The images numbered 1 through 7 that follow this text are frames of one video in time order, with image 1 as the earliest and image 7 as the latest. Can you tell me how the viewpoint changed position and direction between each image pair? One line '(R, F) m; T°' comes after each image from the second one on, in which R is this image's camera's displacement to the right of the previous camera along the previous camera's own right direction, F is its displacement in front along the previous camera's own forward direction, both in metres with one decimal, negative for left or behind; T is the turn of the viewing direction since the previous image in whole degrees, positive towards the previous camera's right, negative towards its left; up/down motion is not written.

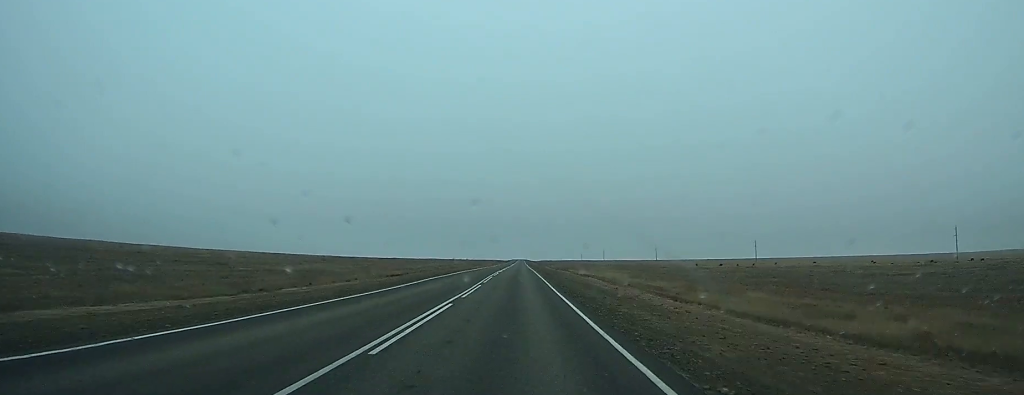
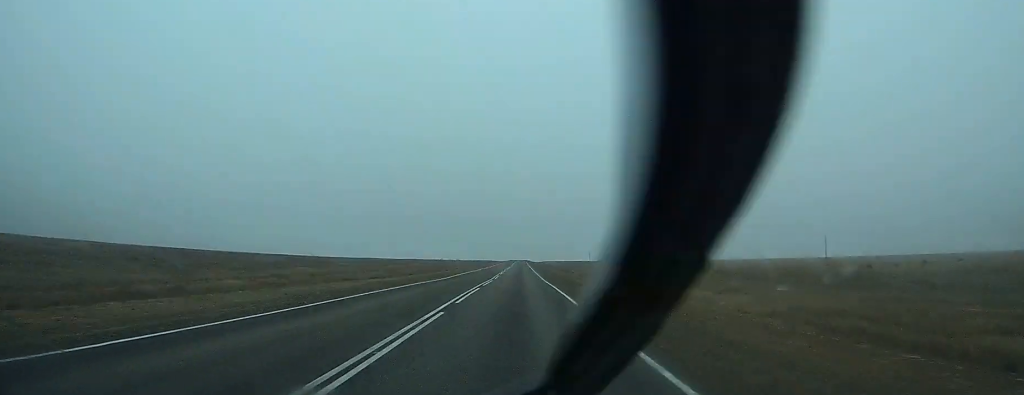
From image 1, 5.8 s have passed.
(-0.9, +137.1) m; 0°
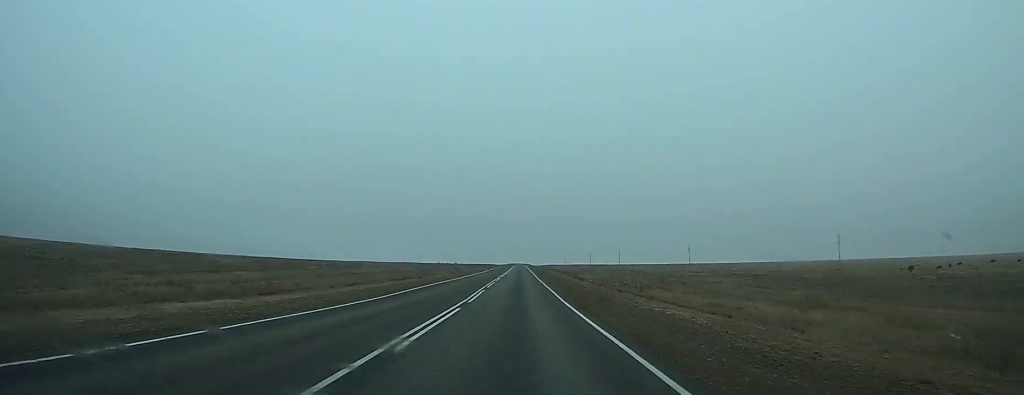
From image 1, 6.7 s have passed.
(0.0, +19.6) m; 0°
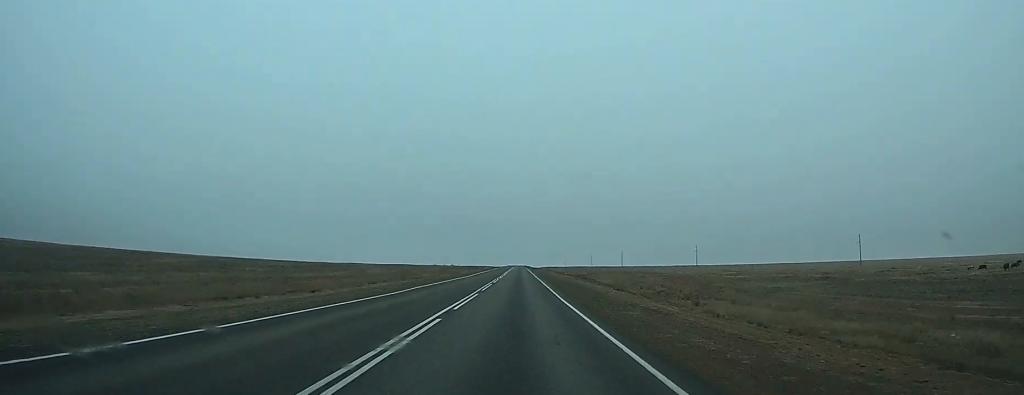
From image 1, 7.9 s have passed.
(+0.1, +27.0) m; 0°
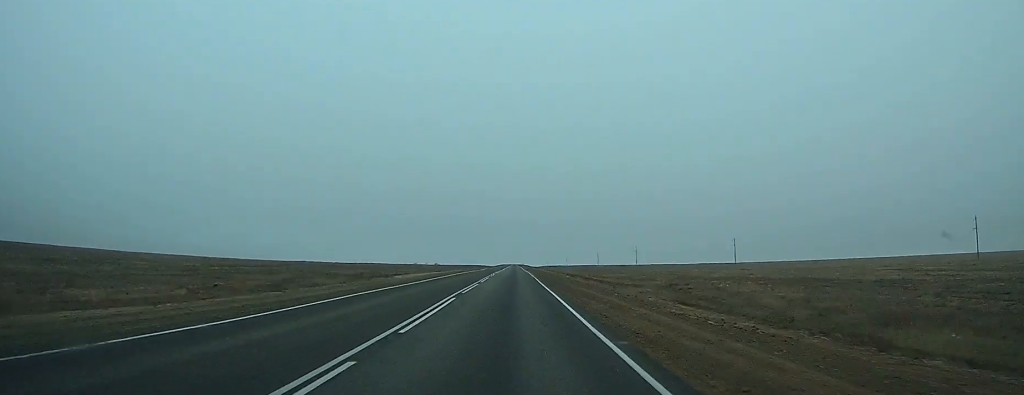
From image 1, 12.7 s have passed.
(-0.1, +117.6) m; 0°
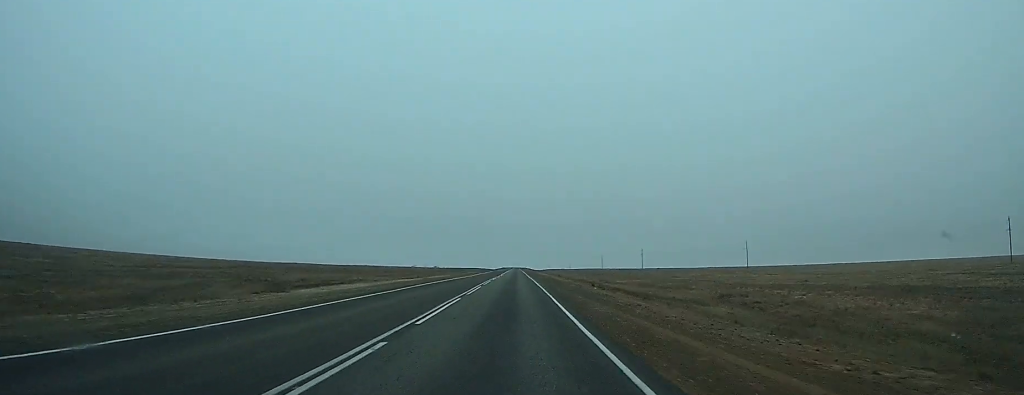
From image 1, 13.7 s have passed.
(0.0, +21.8) m; 0°
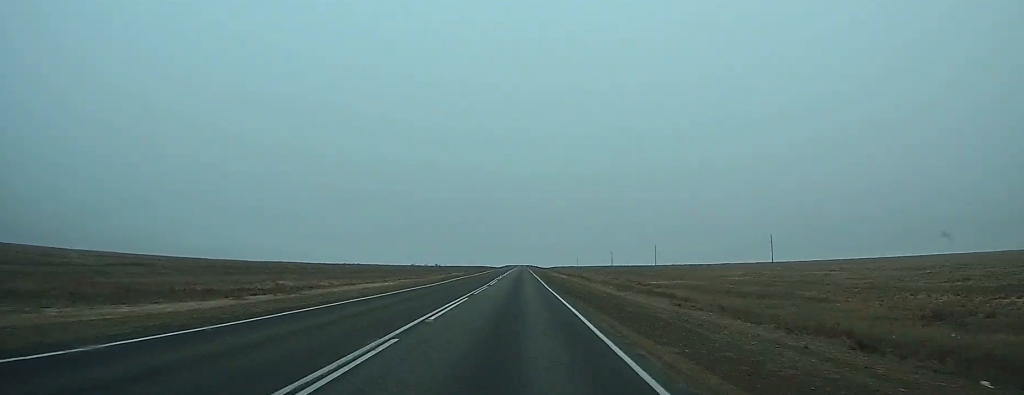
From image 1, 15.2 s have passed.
(-0.1, +35.0) m; 0°
